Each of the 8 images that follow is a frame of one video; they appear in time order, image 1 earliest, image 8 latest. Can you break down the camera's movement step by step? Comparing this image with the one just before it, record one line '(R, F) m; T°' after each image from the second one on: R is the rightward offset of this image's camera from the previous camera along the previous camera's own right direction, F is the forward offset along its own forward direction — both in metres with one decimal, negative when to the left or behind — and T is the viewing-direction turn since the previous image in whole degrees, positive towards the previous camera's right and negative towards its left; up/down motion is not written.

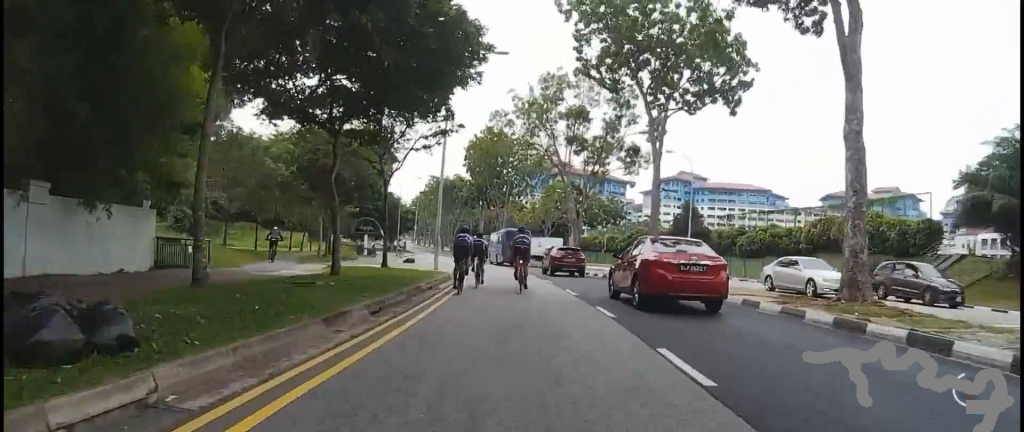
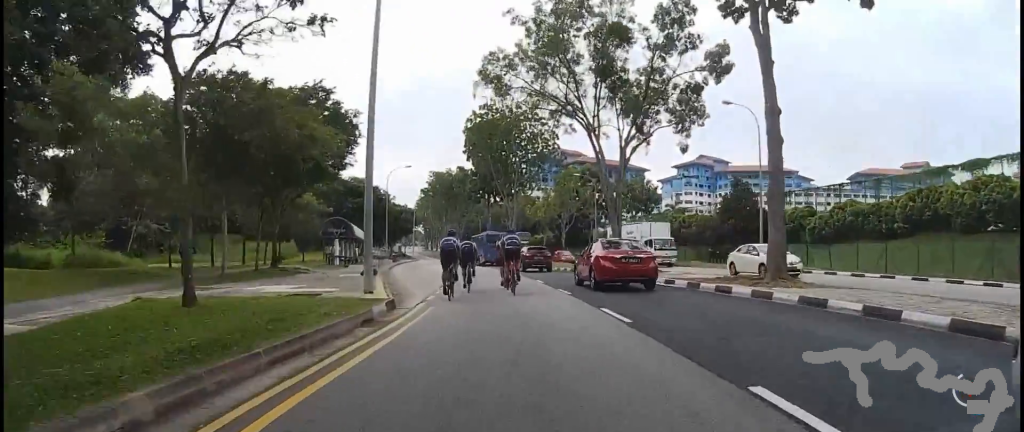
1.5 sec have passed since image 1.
(-1.4, +11.2) m; -7°
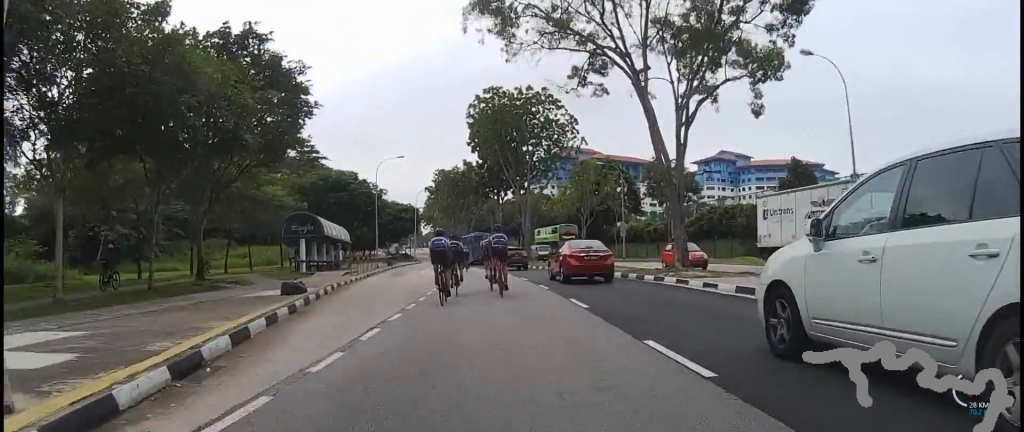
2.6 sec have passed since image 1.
(+0.8, +8.4) m; -4°
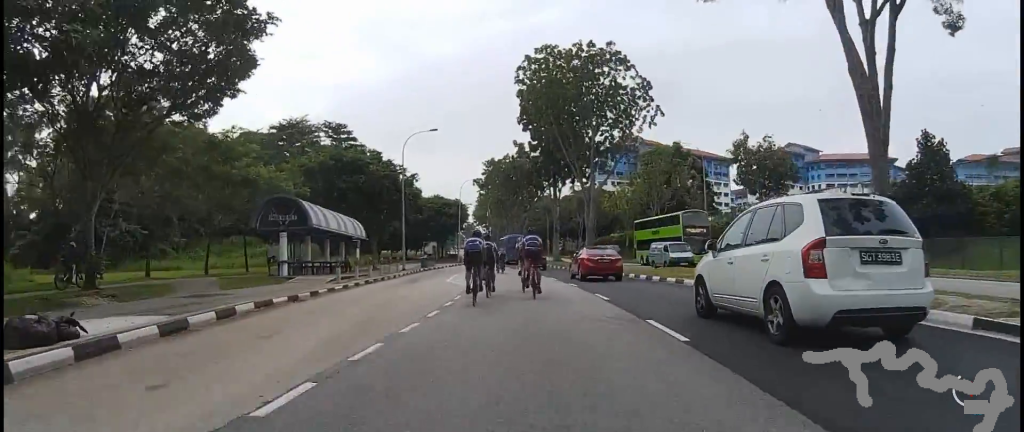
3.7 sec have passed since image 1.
(-1.5, +9.2) m; -7°
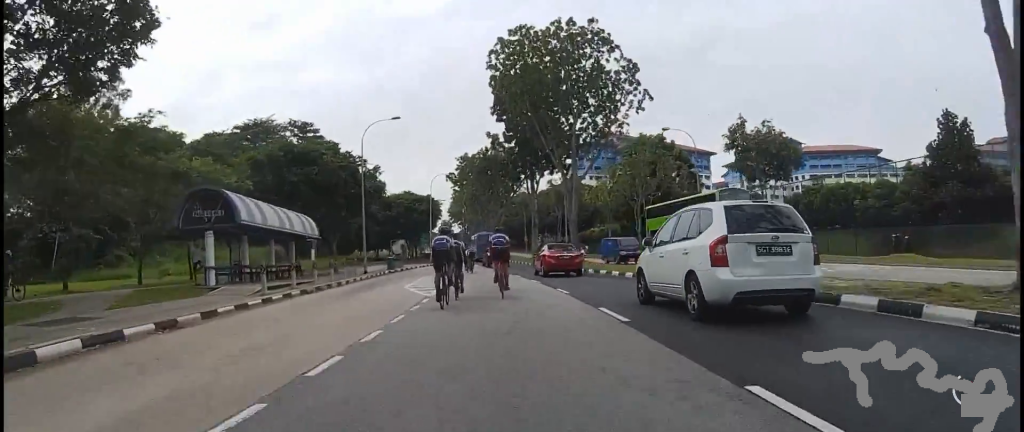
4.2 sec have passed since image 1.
(+0.2, +4.5) m; +2°
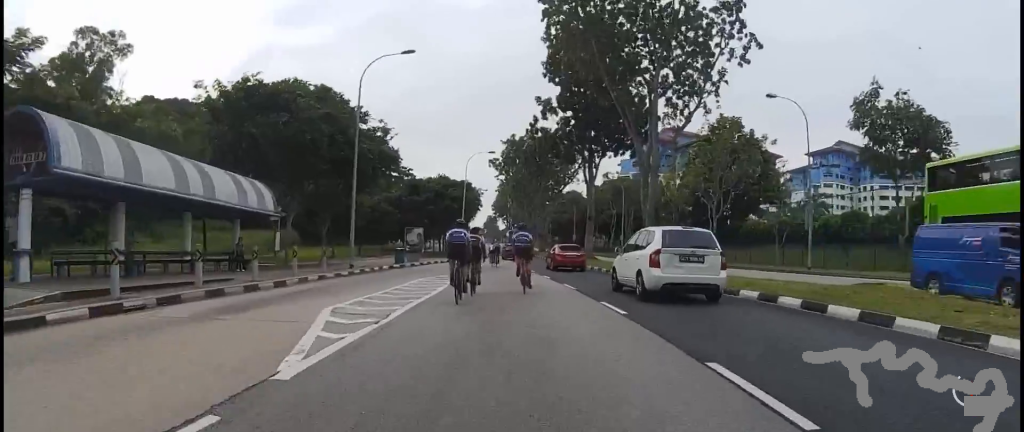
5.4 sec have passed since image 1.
(+0.2, +11.2) m; +1°
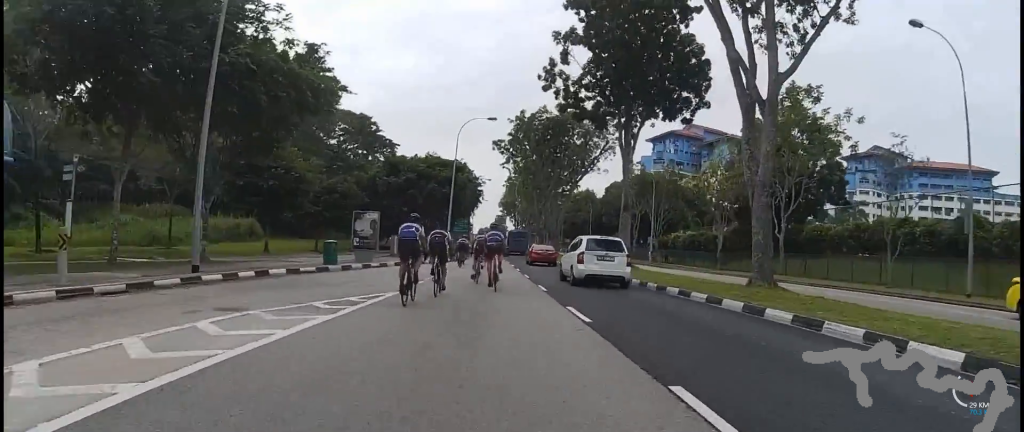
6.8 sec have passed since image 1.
(-0.7, +13.9) m; -8°
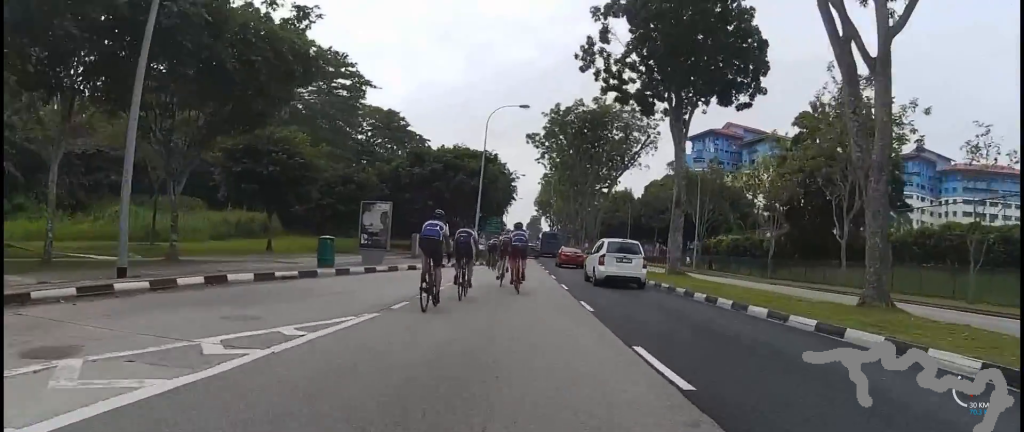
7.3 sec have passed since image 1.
(-0.5, +4.3) m; 0°
